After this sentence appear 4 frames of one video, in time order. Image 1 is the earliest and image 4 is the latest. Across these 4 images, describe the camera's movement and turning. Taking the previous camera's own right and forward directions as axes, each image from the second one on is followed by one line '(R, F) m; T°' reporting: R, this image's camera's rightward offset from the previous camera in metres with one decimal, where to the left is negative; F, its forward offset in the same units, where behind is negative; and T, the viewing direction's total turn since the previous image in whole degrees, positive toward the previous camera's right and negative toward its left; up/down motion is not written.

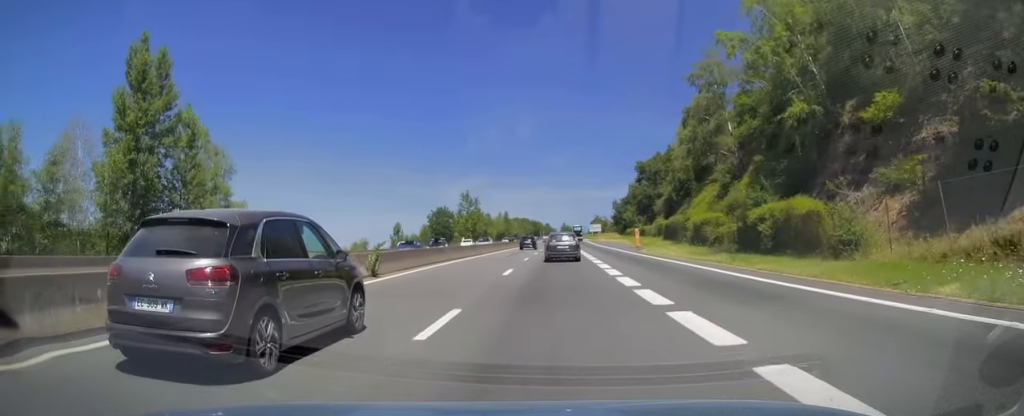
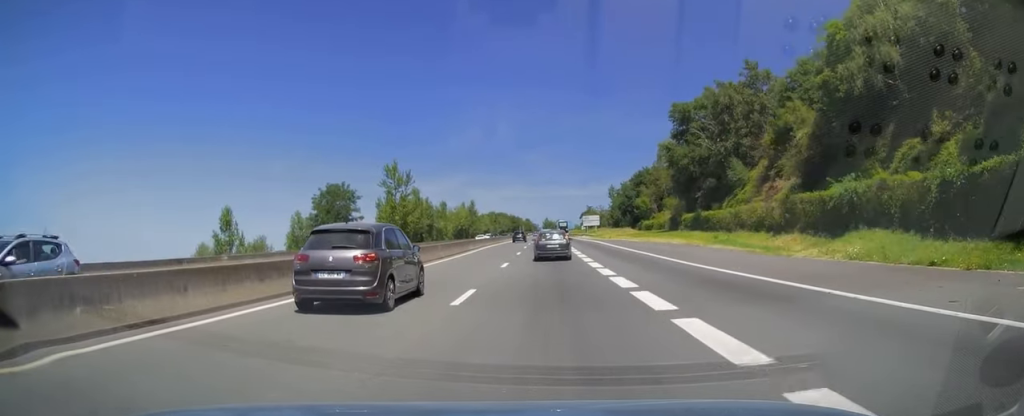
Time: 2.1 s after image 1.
(+2.1, +60.5) m; +3°
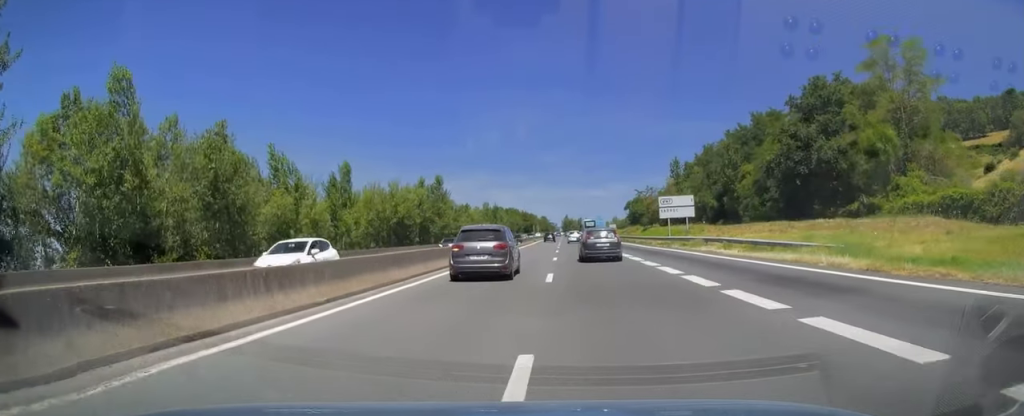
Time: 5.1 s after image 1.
(0.0, +85.9) m; -1°
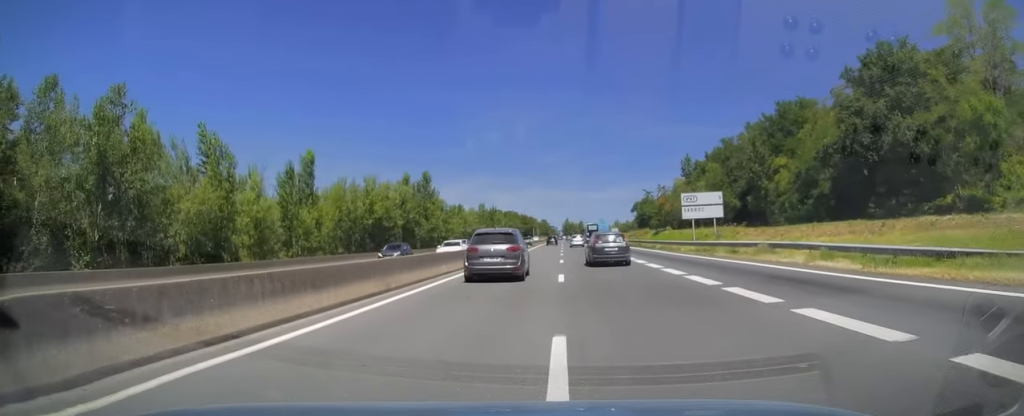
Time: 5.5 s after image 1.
(0.0, +11.6) m; 0°
